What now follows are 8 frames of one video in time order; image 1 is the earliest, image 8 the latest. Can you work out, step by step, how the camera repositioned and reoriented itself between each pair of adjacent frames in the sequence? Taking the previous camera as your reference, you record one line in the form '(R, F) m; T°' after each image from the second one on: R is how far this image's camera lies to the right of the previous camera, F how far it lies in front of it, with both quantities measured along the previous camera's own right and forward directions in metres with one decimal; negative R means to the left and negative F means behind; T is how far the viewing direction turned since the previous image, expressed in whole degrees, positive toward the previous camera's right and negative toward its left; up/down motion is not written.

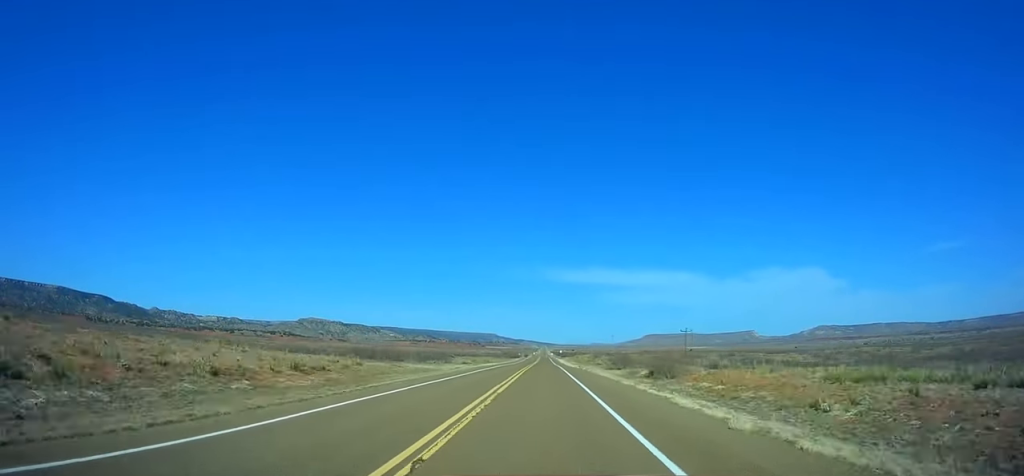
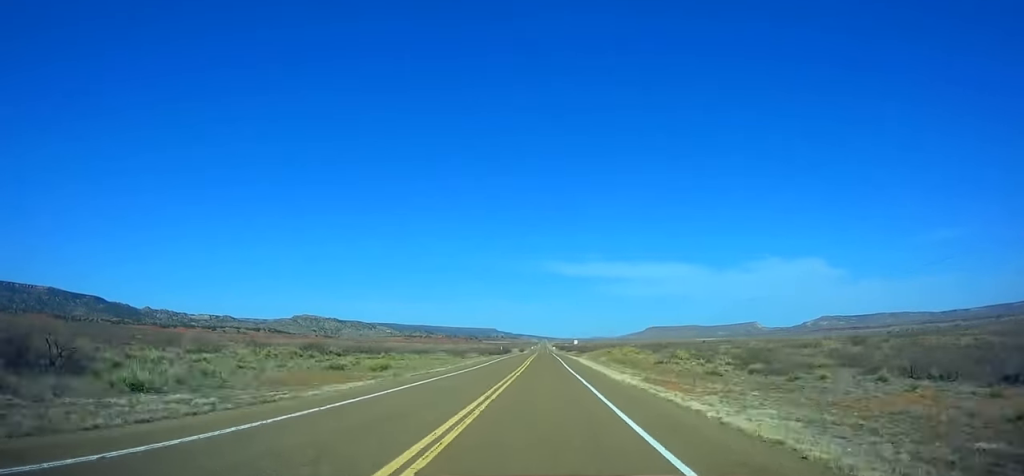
(-0.1, +104.4) m; 0°
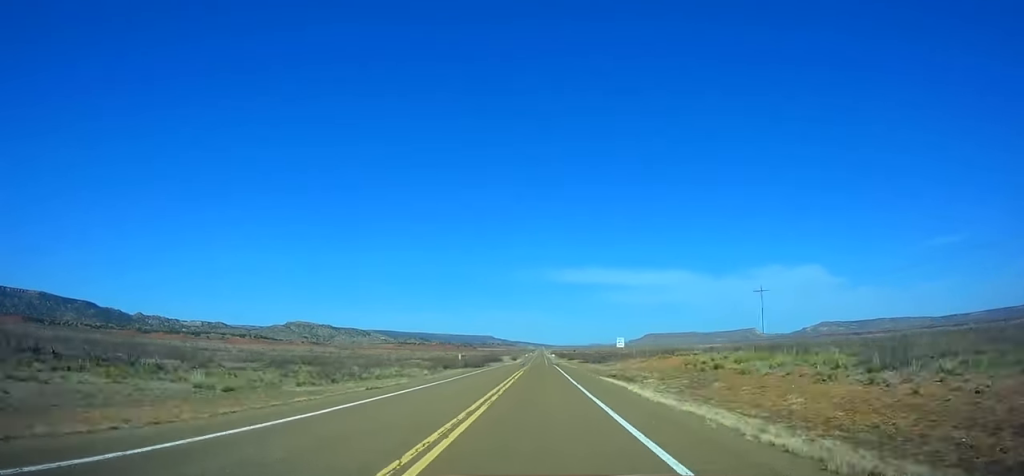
(+0.1, +68.7) m; 0°
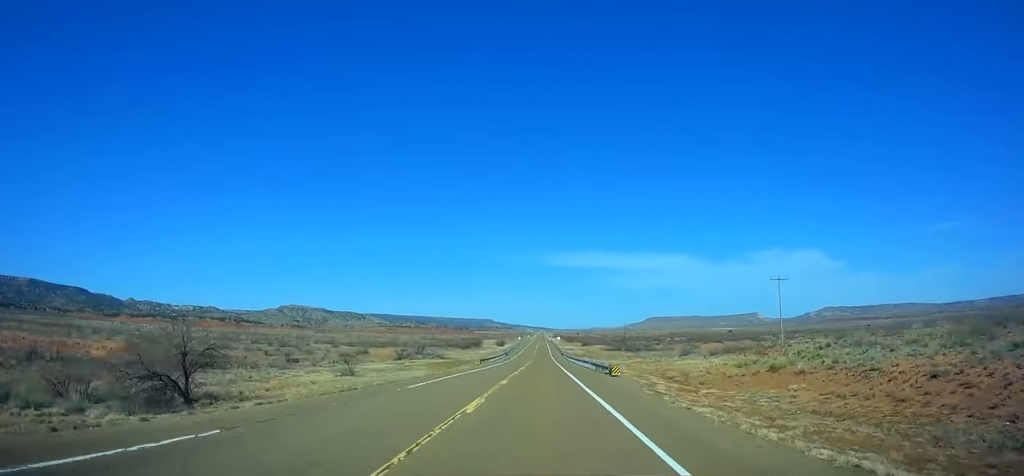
(0.0, +115.4) m; 0°
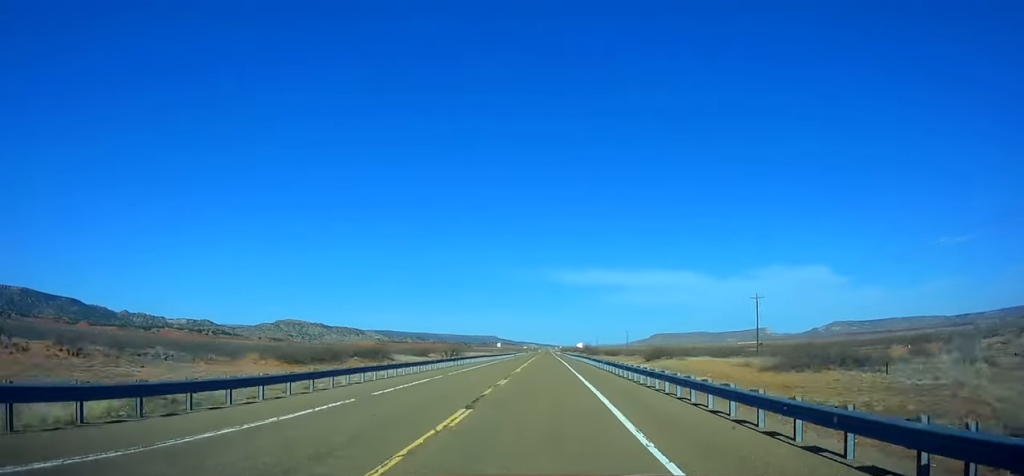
(-0.3, +126.3) m; 0°
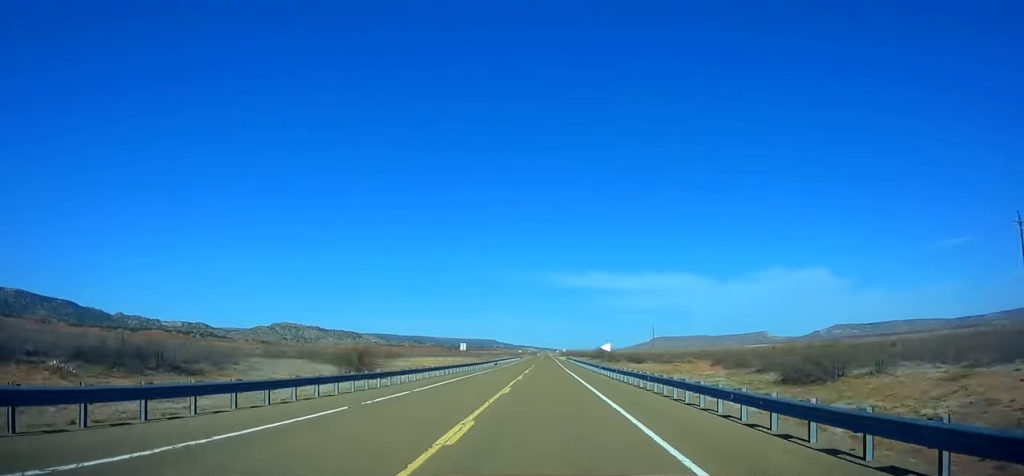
(0.0, +52.0) m; 0°
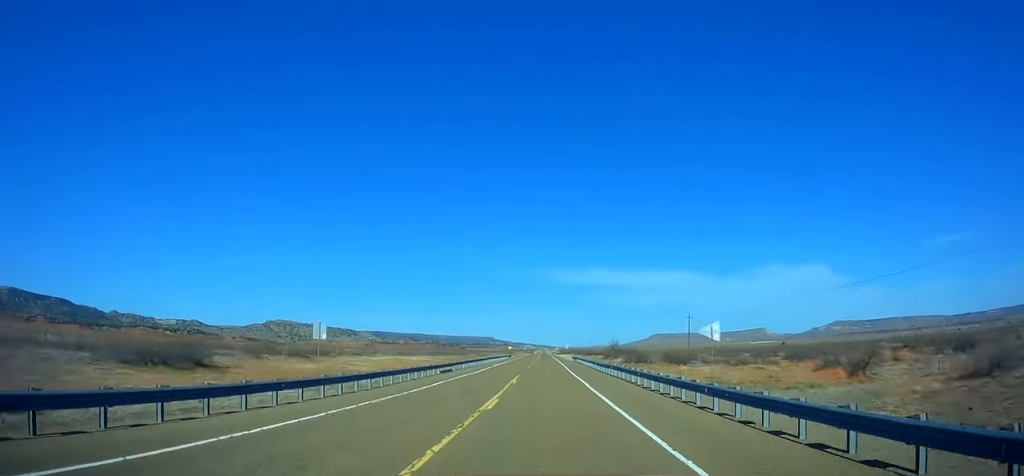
(+0.2, +43.8) m; 0°
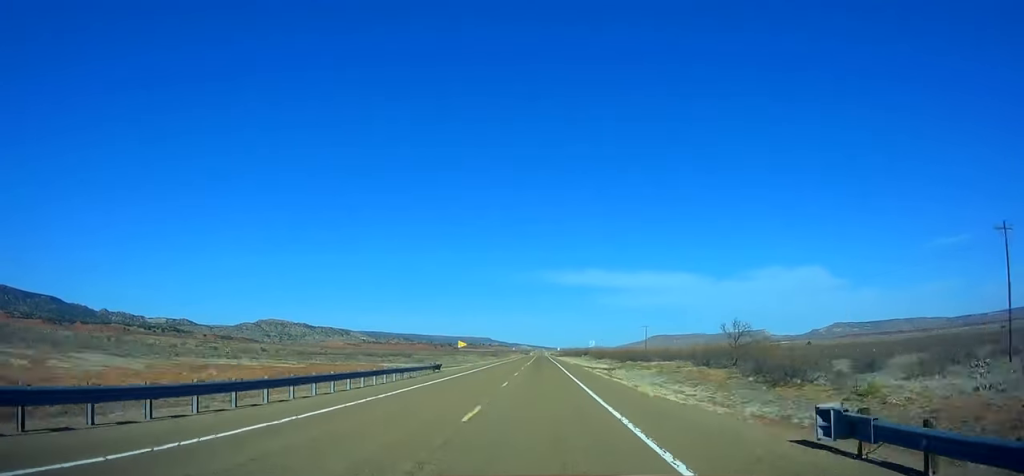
(+0.5, +90.2) m; 0°
